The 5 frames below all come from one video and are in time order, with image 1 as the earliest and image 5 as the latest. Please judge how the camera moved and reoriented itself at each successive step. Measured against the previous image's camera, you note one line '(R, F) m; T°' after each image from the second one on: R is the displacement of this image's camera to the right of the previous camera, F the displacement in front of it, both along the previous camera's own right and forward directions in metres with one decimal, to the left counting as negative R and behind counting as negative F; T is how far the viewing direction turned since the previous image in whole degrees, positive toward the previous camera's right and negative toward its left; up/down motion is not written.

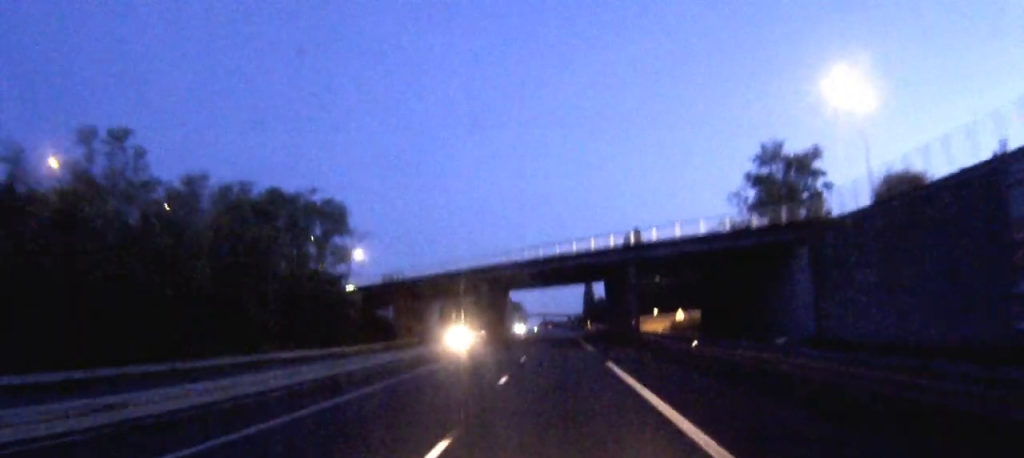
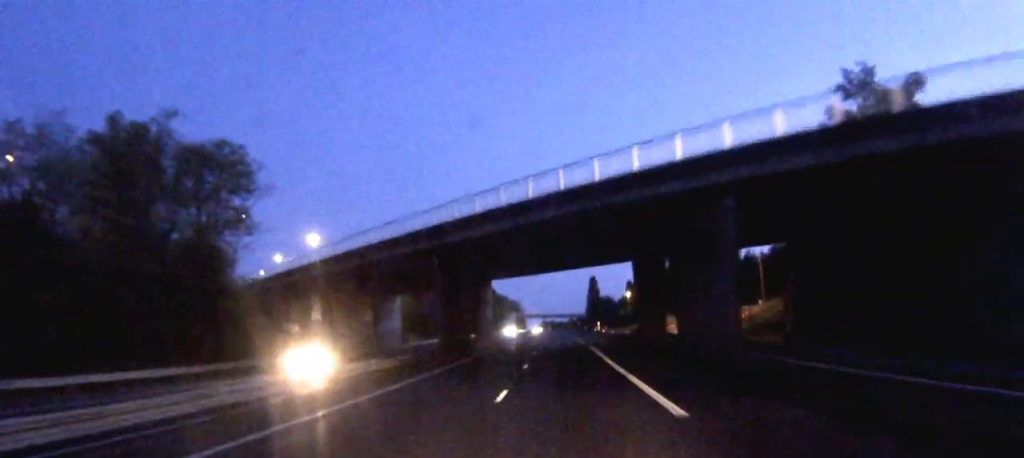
(-0.1, +29.4) m; 0°
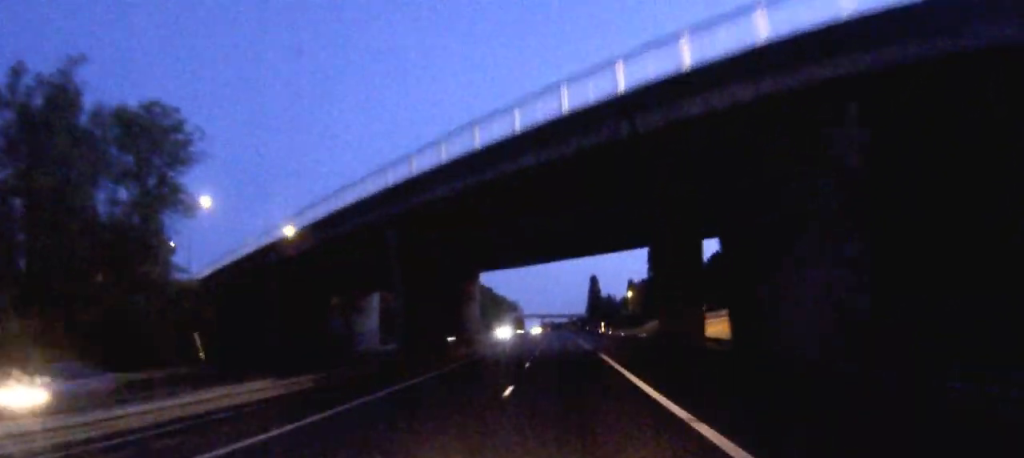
(0.0, +11.2) m; 0°
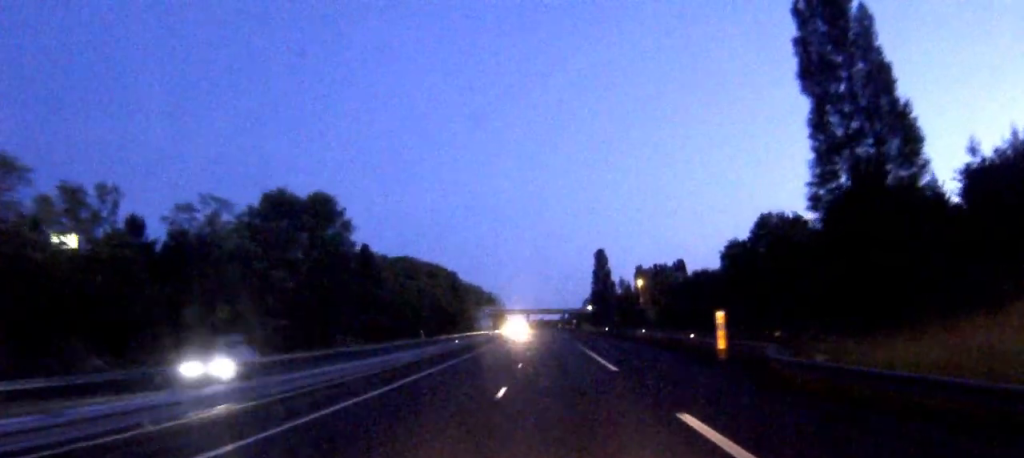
(+0.9, +76.9) m; +1°
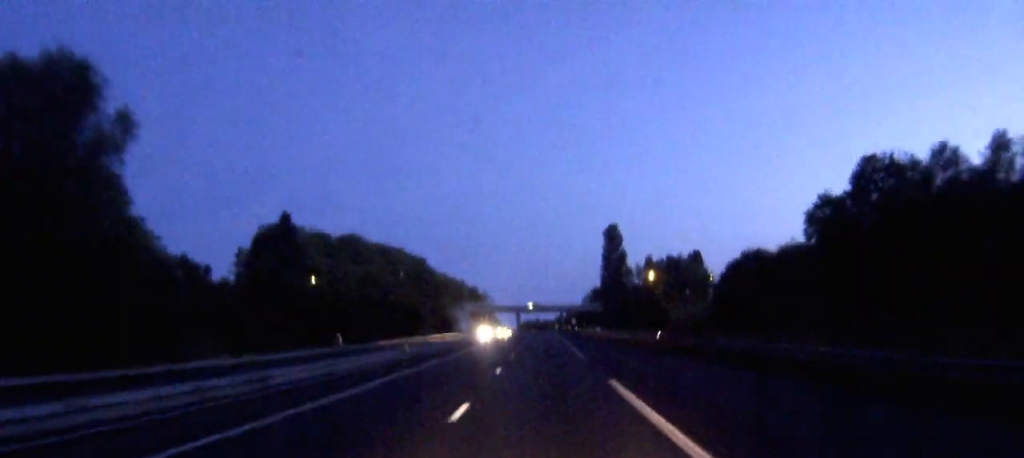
(0.0, +42.5) m; 0°
